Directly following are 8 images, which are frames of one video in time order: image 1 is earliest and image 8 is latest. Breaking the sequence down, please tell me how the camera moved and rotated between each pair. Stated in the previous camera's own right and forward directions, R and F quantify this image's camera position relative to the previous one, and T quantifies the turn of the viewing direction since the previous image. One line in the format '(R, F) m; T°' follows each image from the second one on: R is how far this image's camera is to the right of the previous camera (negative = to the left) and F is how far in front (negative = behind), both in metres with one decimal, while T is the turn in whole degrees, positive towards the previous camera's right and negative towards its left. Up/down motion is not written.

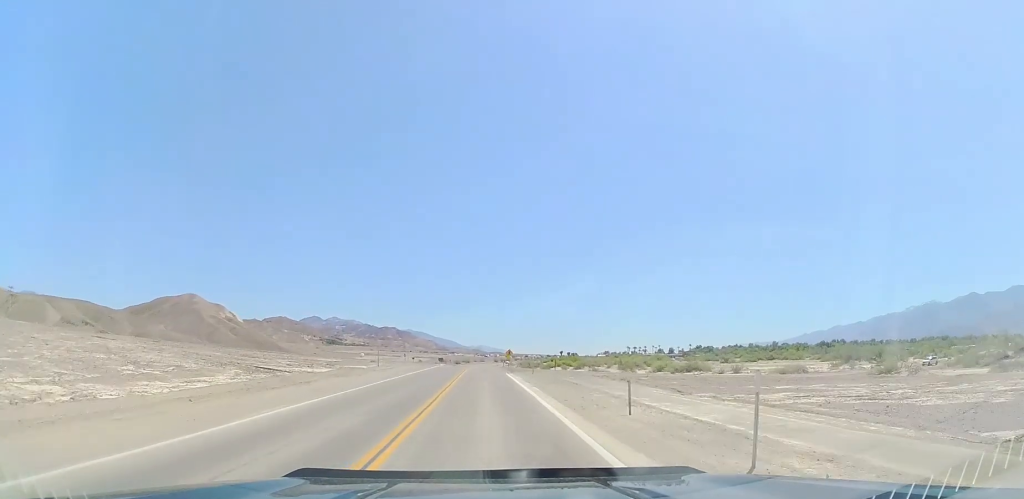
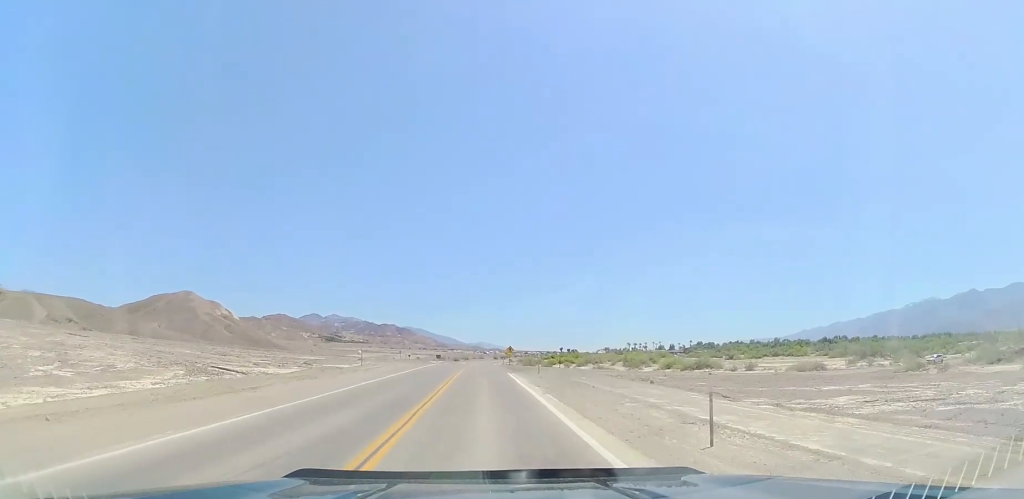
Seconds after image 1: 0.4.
(-0.2, +6.0) m; 0°
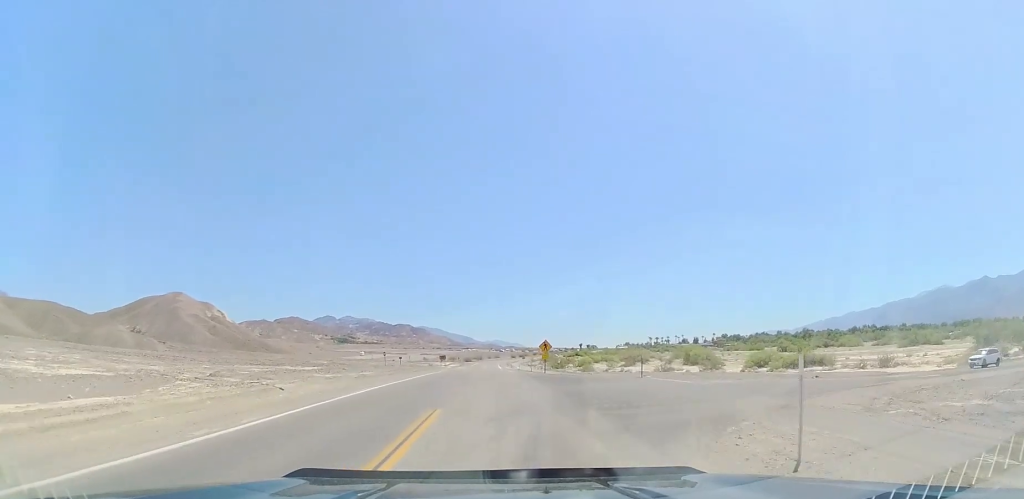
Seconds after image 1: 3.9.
(-1.2, +38.8) m; 0°
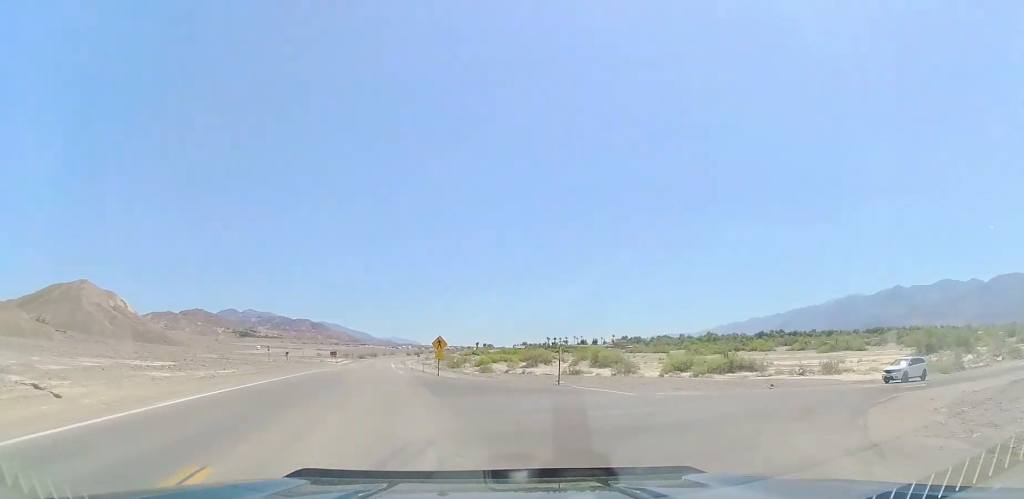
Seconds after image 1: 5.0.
(+0.6, +8.6) m; +12°
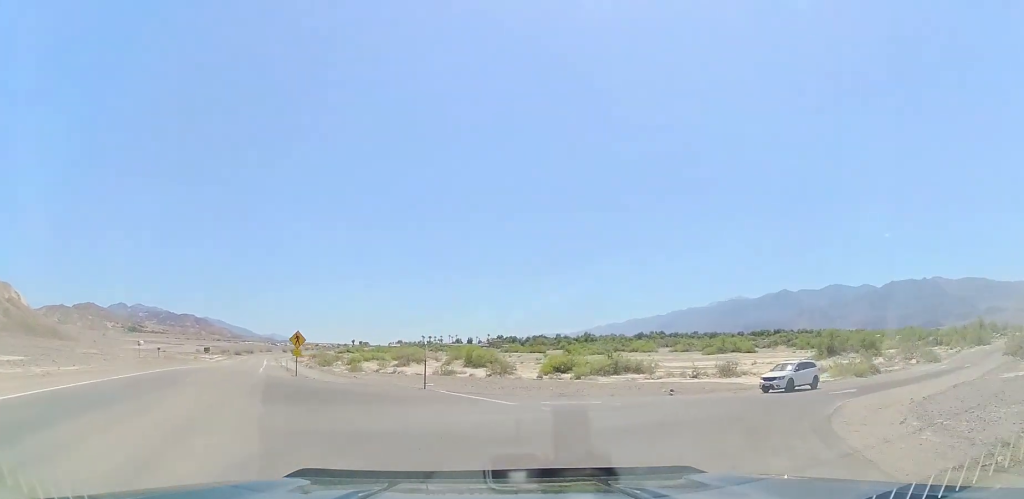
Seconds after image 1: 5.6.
(-0.2, +4.4) m; +10°
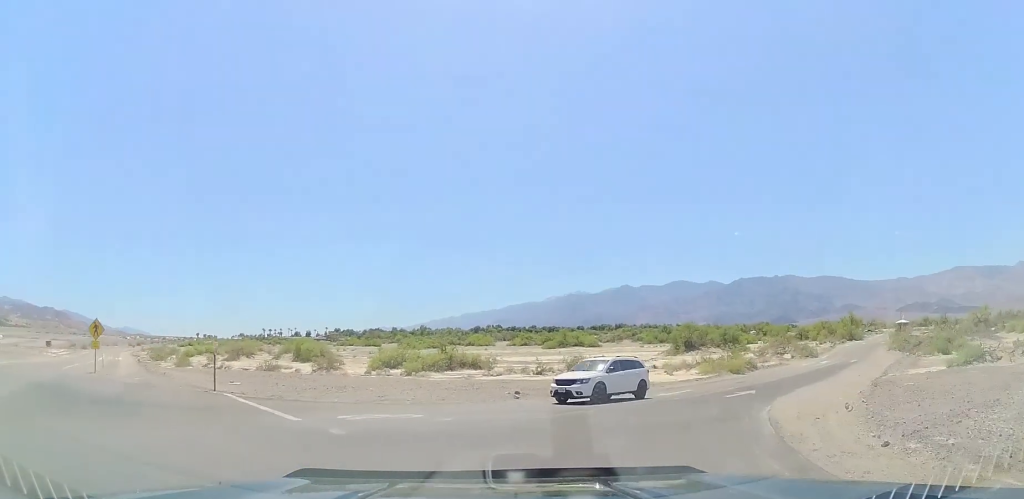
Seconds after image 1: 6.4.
(+1.4, +5.9) m; +14°
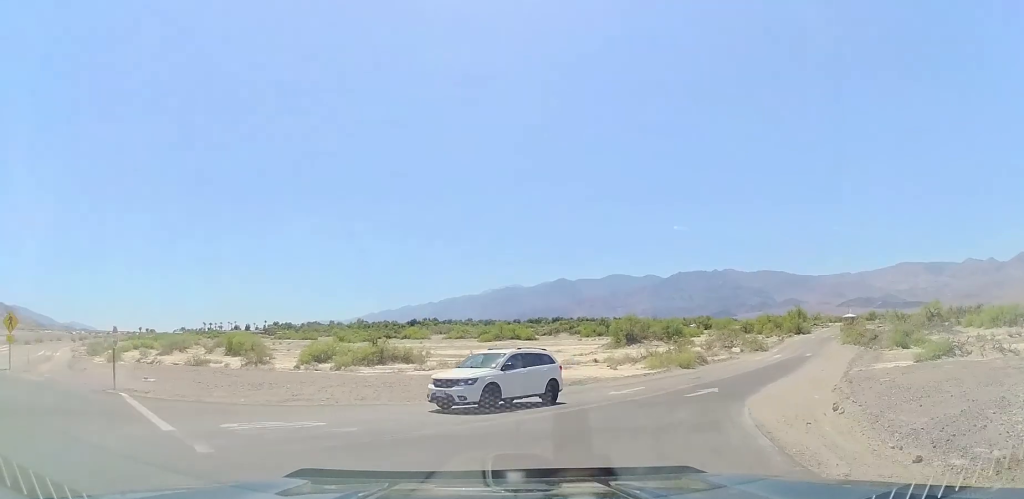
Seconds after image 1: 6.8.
(+0.1, +2.8) m; +5°
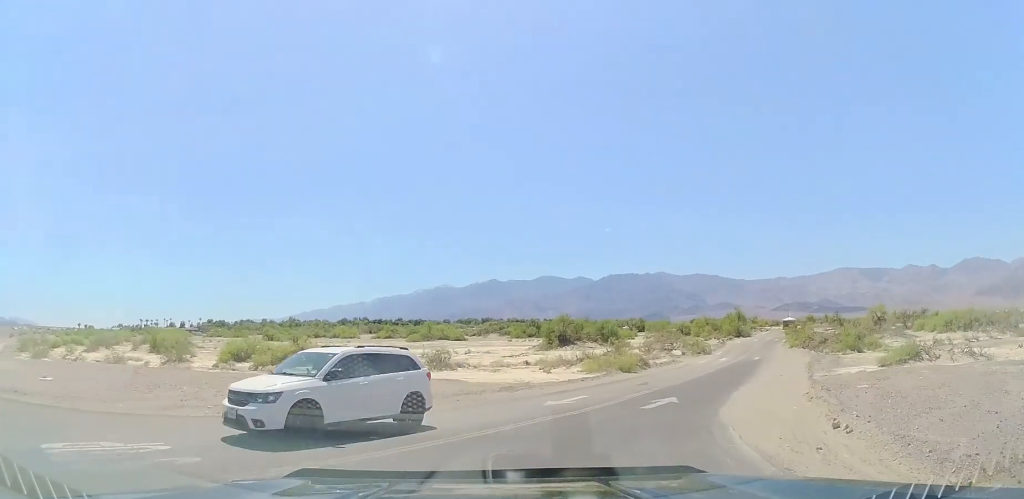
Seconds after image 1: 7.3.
(-0.1, +3.3) m; +6°
